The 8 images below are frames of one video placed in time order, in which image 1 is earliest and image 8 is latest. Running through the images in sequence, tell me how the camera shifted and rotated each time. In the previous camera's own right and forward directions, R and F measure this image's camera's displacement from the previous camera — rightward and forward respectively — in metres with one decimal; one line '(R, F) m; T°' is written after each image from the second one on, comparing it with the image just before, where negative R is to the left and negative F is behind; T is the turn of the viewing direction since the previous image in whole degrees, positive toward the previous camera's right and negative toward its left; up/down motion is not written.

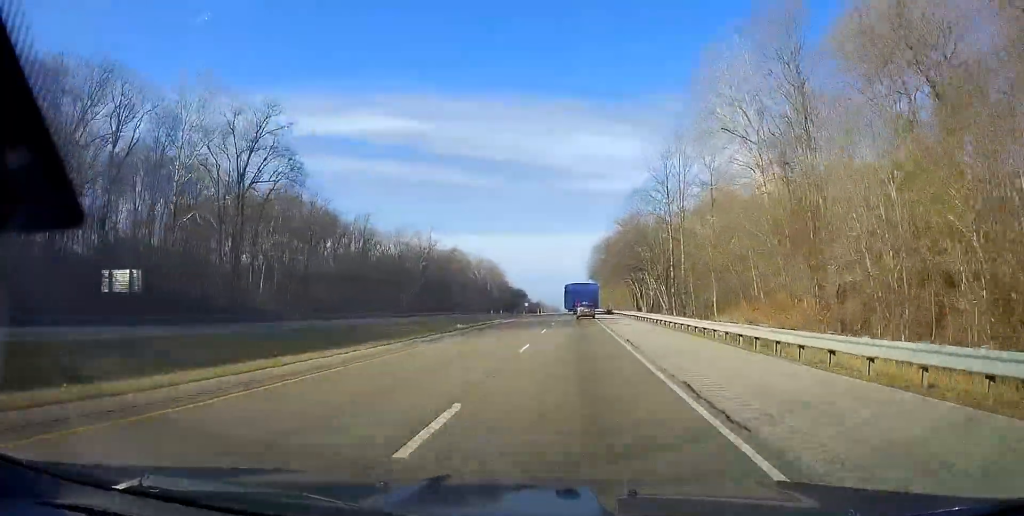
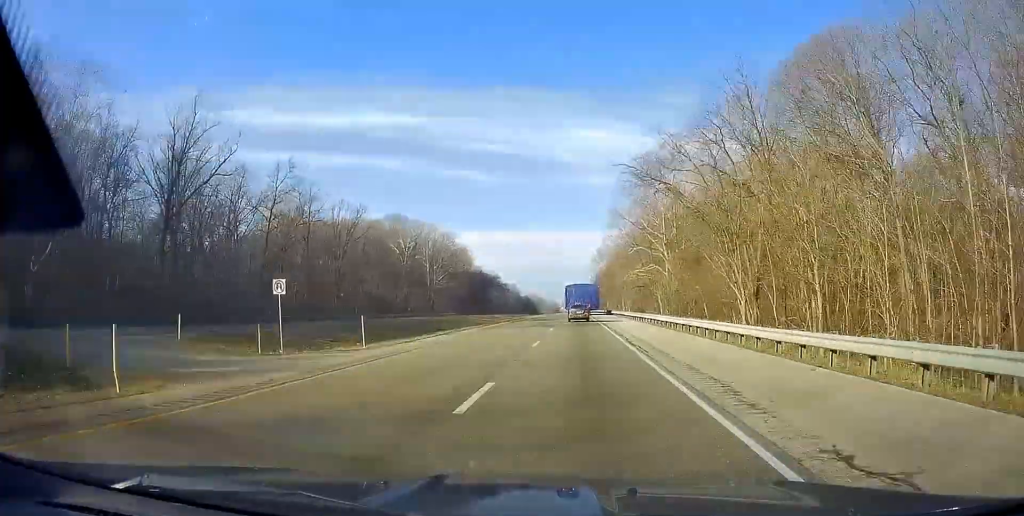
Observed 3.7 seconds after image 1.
(+0.1, +120.4) m; 0°
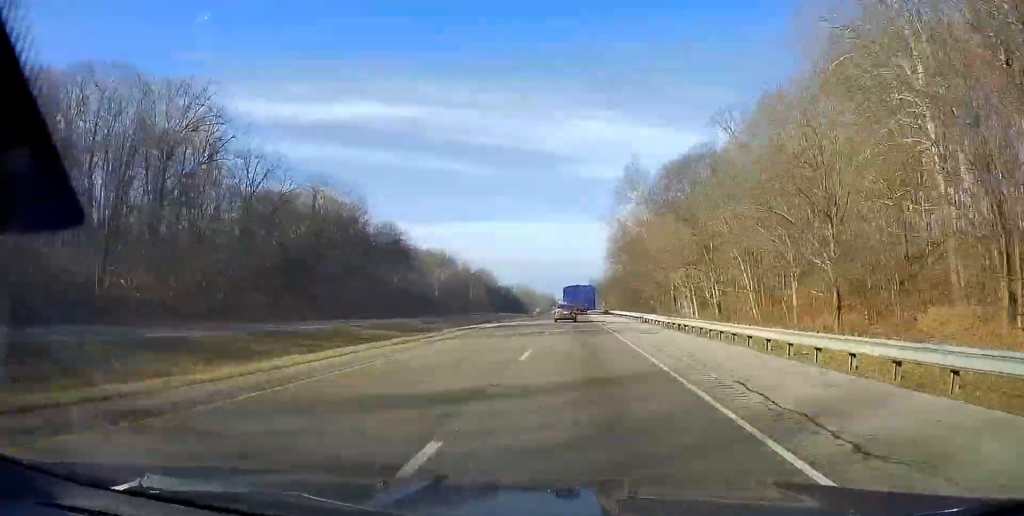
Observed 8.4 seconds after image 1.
(-0.7, +152.1) m; 0°
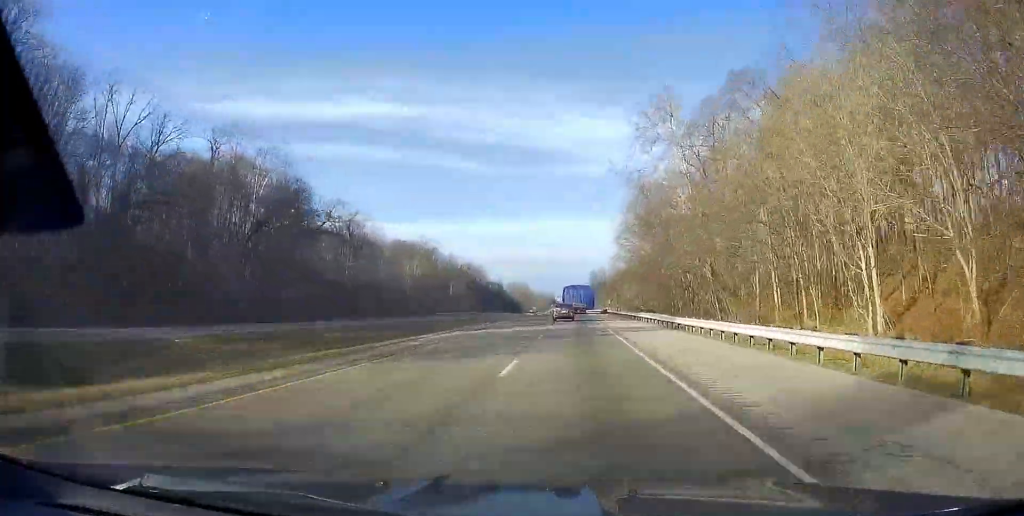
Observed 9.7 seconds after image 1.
(+0.1, +40.4) m; 0°
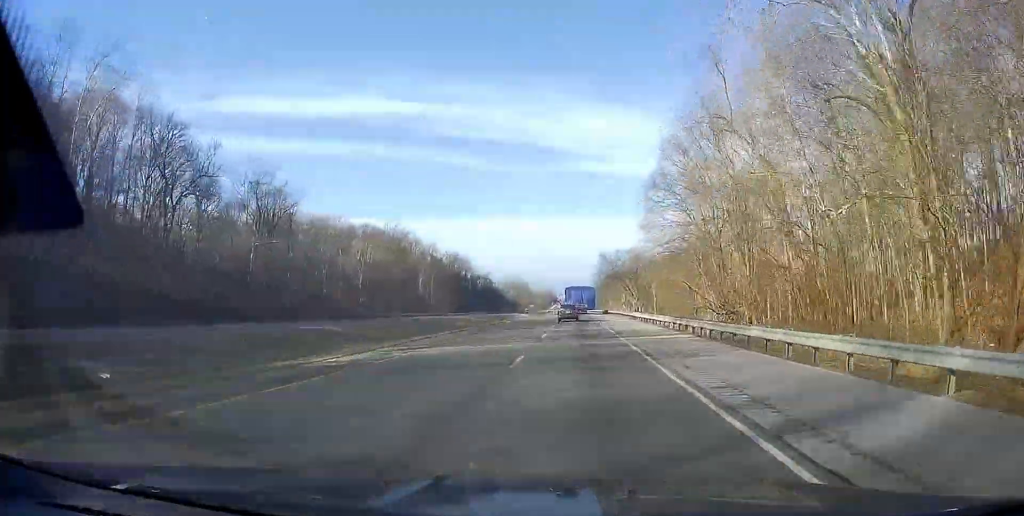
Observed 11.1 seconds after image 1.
(-0.5, +46.8) m; 0°
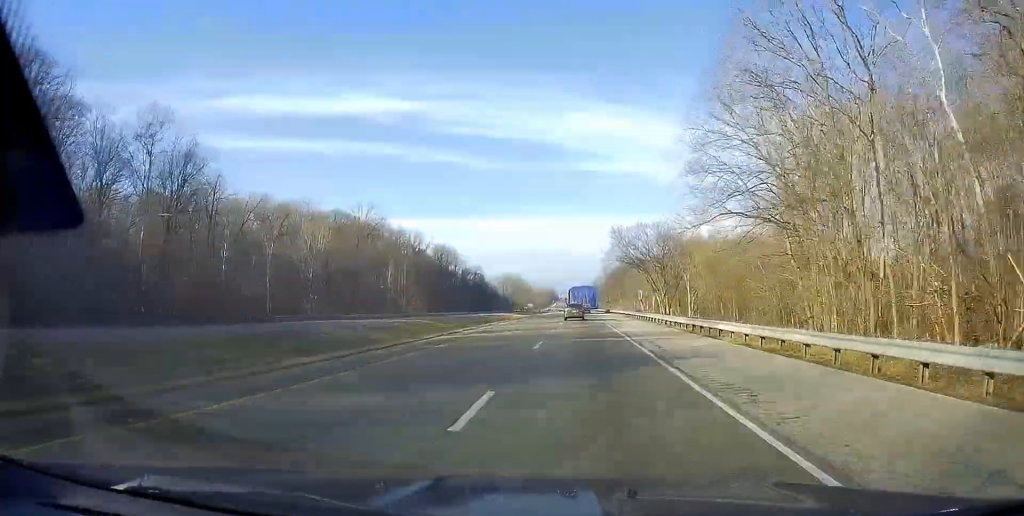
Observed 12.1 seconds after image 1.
(+0.4, +31.1) m; 0°
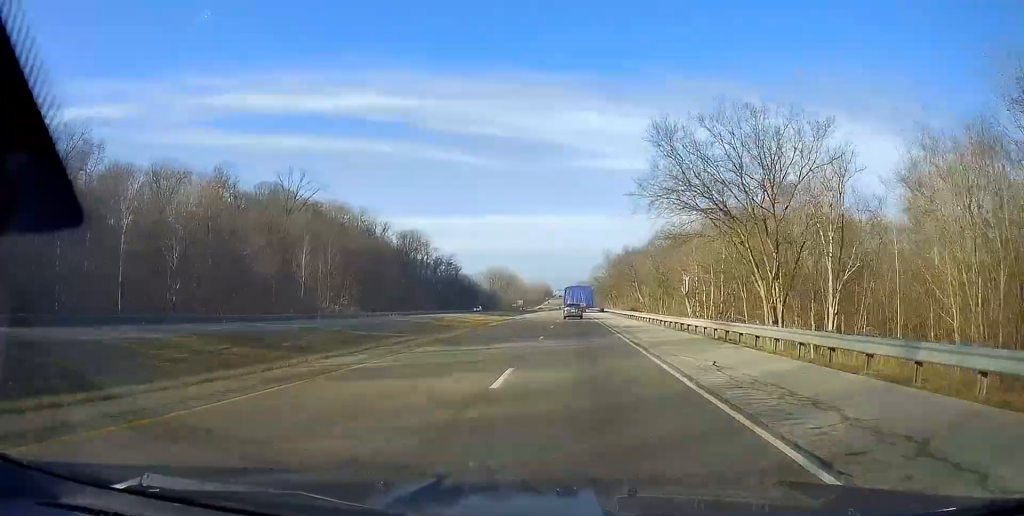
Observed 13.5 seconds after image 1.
(+0.5, +45.2) m; 0°
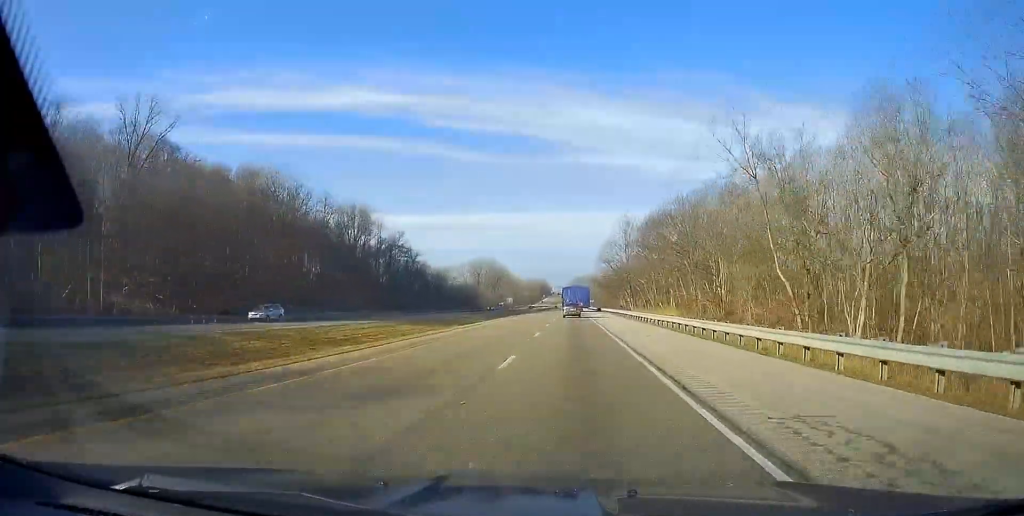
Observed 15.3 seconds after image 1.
(-0.4, +57.9) m; -1°
